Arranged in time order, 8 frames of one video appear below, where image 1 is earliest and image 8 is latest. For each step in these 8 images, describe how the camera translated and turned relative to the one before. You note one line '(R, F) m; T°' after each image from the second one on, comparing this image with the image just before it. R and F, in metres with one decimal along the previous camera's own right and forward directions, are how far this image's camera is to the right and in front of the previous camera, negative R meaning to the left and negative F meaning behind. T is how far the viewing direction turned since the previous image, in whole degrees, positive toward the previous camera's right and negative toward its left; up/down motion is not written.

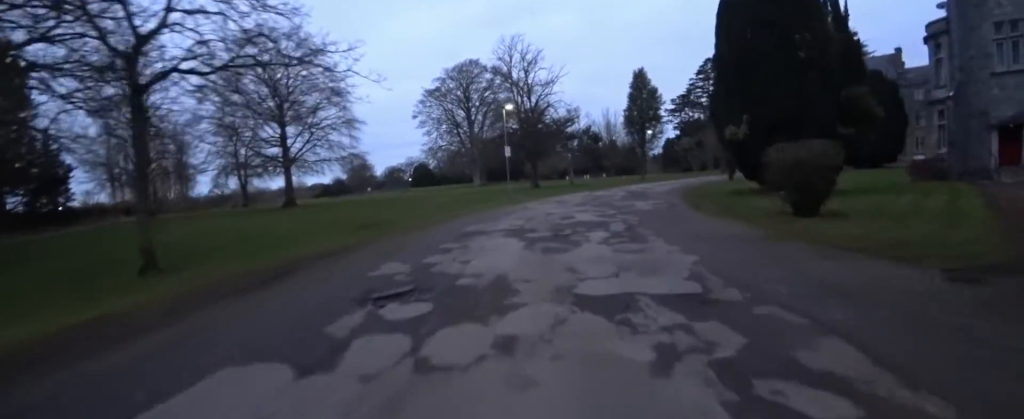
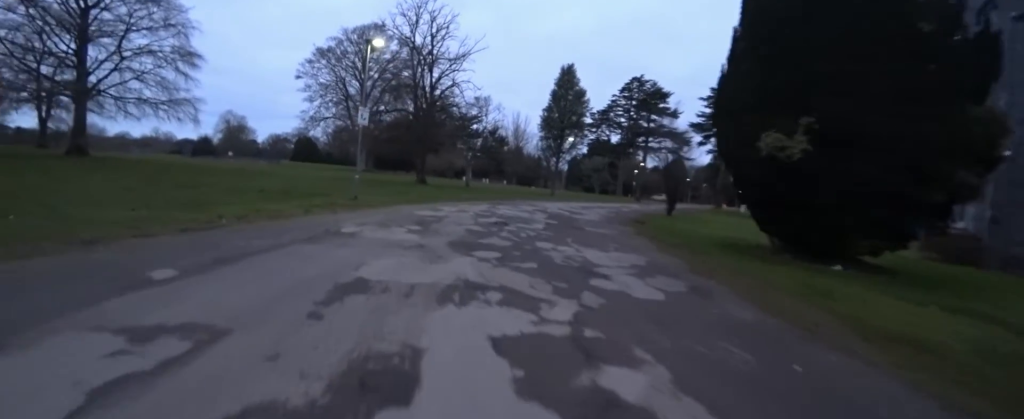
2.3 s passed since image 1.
(+0.8, +10.0) m; +5°
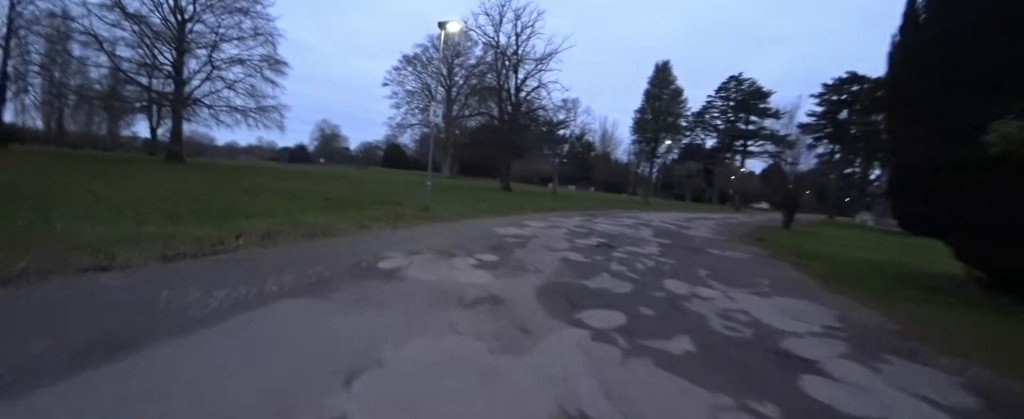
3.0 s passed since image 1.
(0.0, +2.8) m; +5°
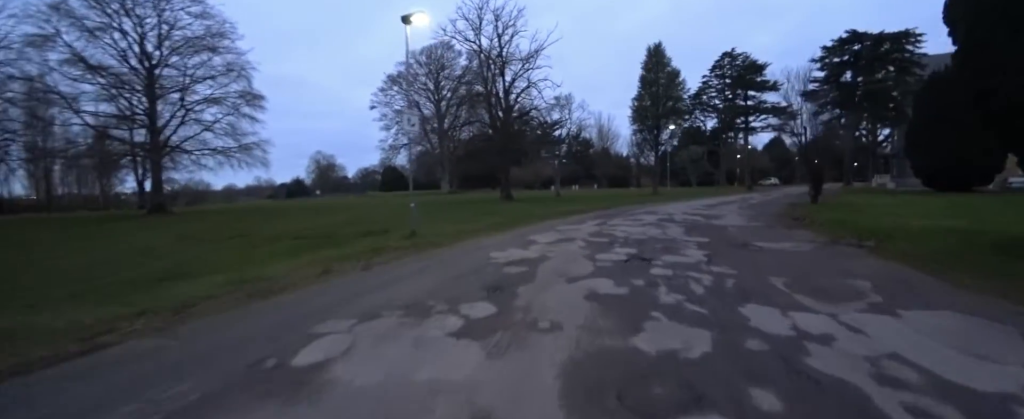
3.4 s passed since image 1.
(-0.2, +2.1) m; +4°
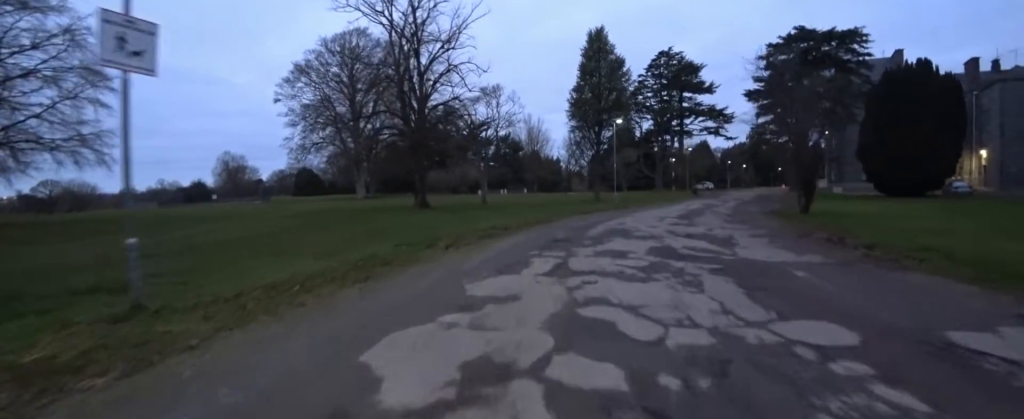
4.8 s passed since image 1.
(+1.0, +6.3) m; +11°
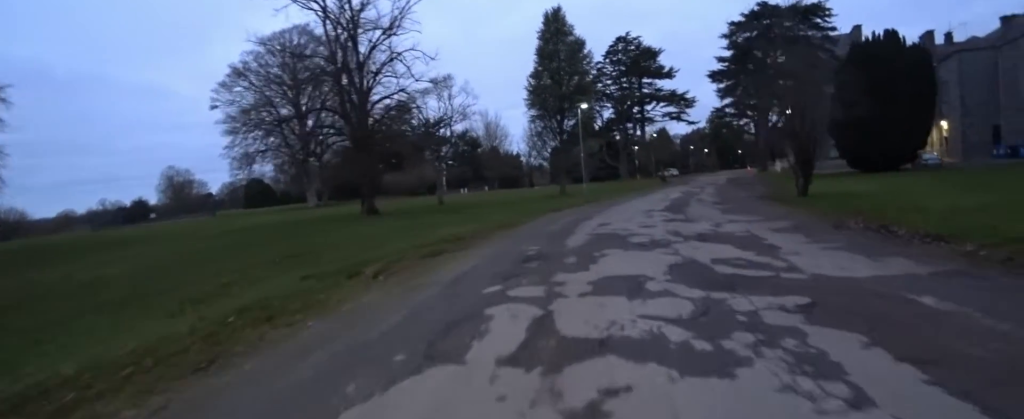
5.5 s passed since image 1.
(0.0, +3.1) m; +1°
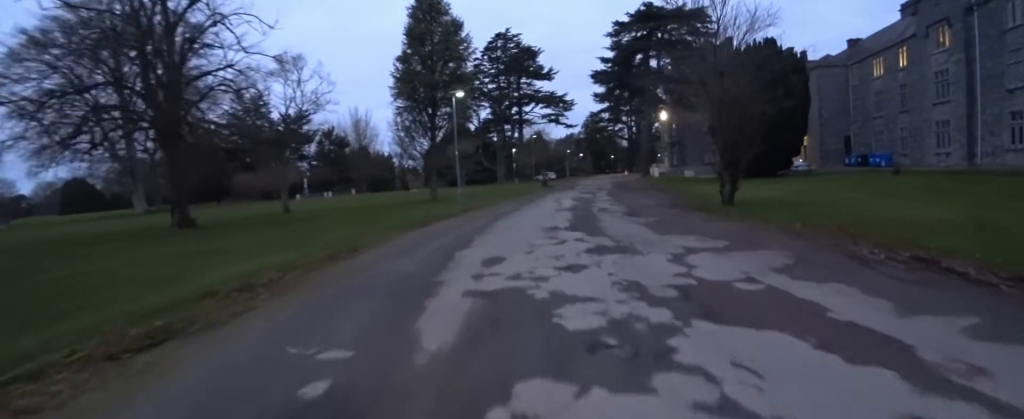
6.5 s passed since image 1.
(0.0, +4.8) m; +1°
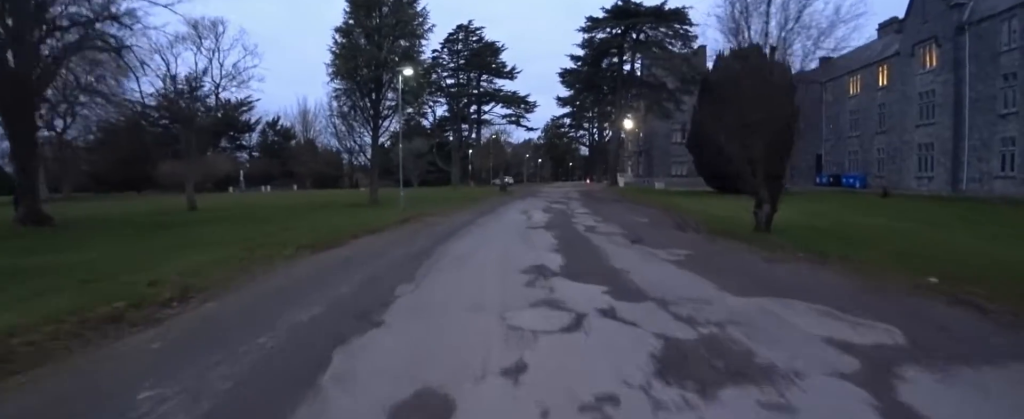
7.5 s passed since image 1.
(0.0, +4.4) m; +4°
